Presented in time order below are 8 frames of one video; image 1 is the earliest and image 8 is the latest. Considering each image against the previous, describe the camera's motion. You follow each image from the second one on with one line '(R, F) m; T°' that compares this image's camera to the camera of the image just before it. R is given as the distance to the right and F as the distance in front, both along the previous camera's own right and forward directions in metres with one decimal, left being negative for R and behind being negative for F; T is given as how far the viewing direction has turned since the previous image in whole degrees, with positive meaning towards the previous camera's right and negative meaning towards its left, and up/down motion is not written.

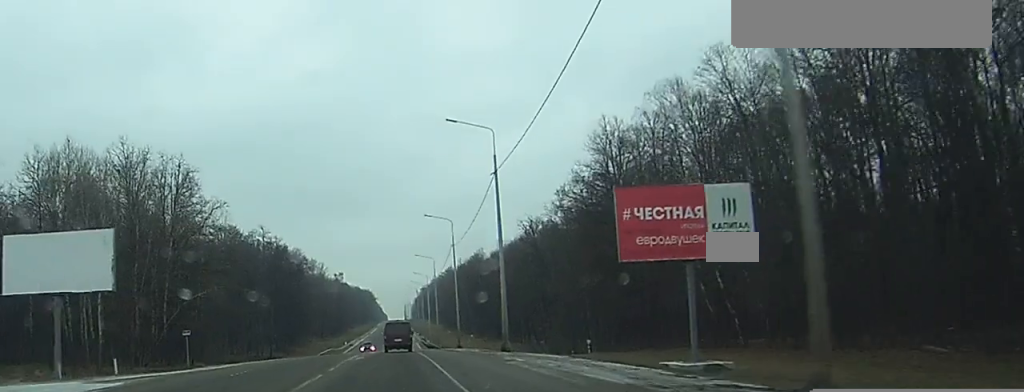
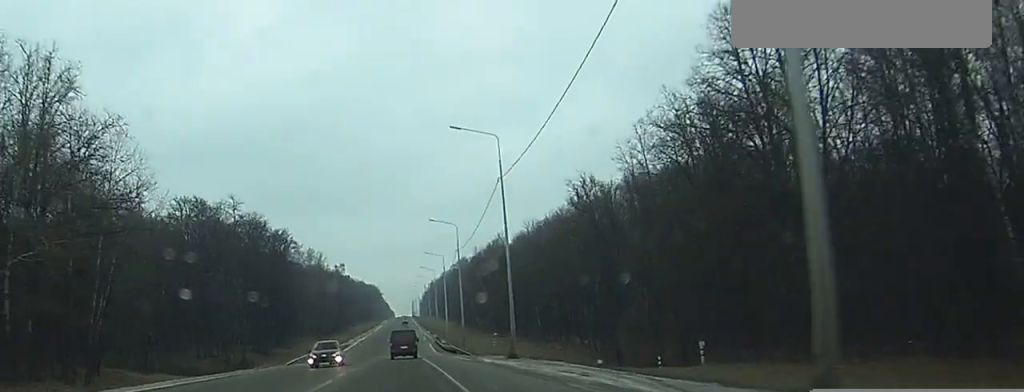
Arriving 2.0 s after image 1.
(-0.1, +35.2) m; 0°
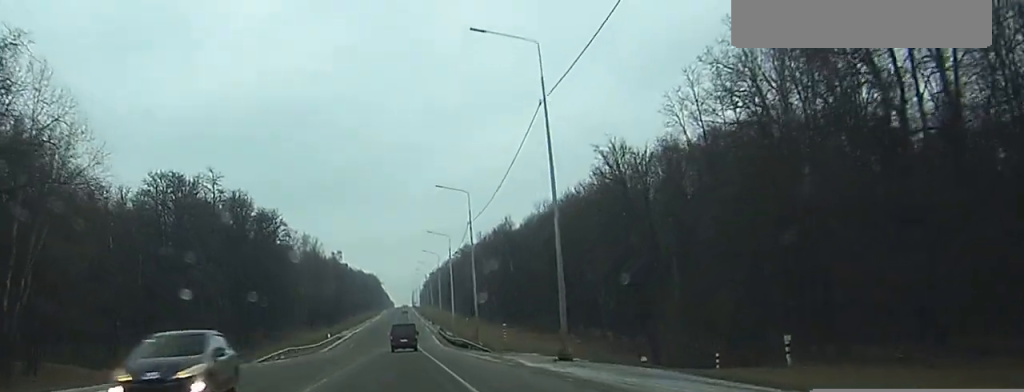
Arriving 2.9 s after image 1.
(0.0, +14.6) m; 0°
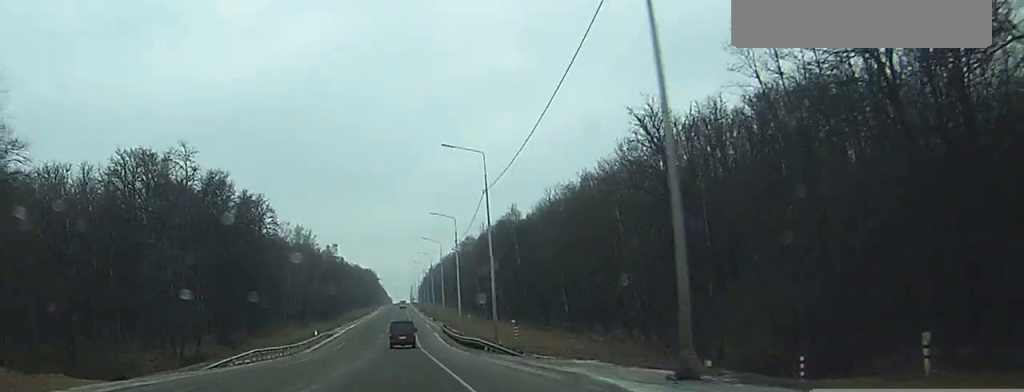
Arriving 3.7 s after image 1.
(0.0, +14.2) m; 0°
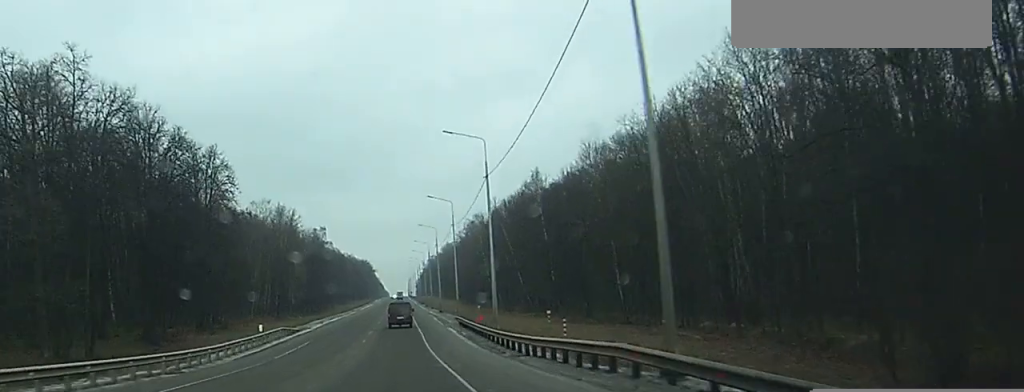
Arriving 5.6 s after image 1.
(+0.2, +35.1) m; +1°
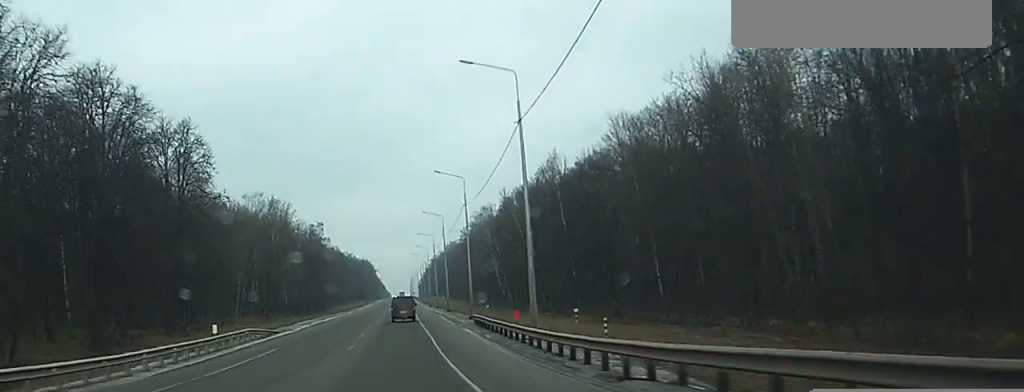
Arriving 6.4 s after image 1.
(0.0, +14.8) m; 0°
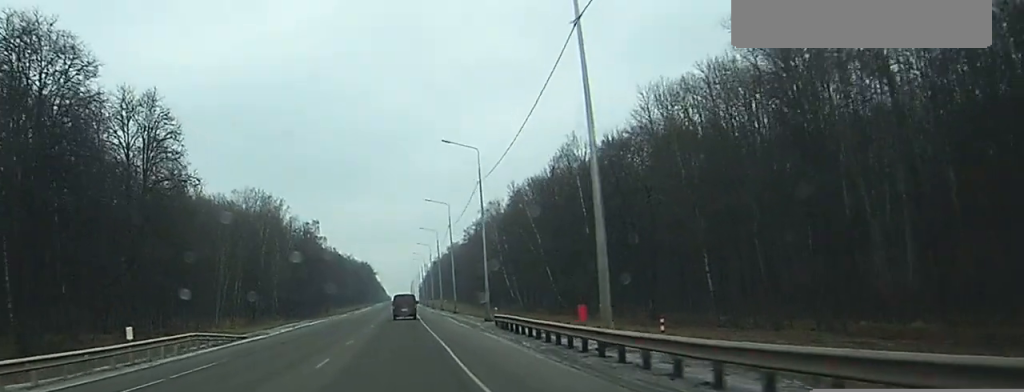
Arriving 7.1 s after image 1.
(0.0, +13.8) m; 0°
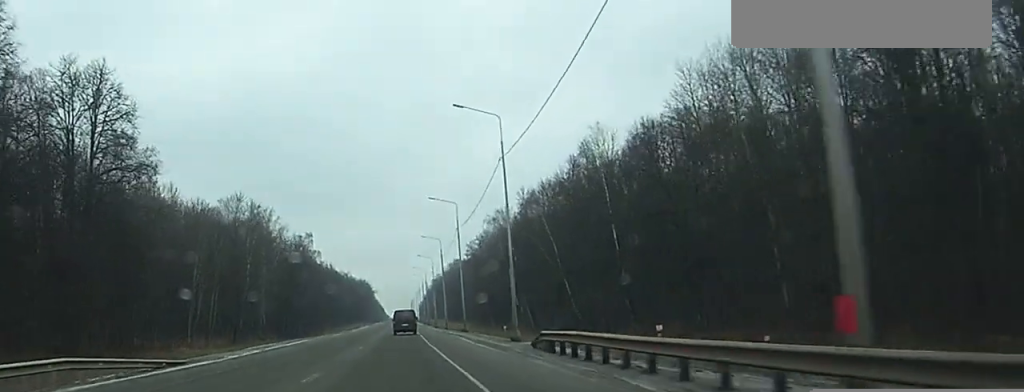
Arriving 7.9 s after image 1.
(0.0, +14.6) m; 0°
